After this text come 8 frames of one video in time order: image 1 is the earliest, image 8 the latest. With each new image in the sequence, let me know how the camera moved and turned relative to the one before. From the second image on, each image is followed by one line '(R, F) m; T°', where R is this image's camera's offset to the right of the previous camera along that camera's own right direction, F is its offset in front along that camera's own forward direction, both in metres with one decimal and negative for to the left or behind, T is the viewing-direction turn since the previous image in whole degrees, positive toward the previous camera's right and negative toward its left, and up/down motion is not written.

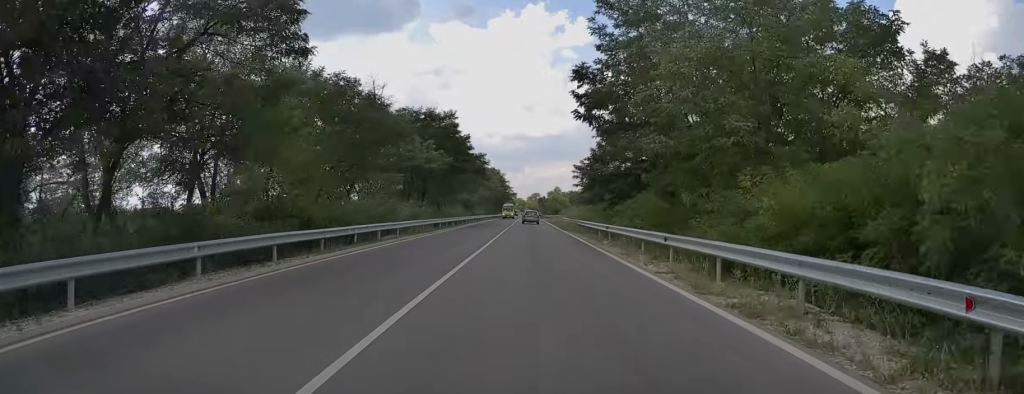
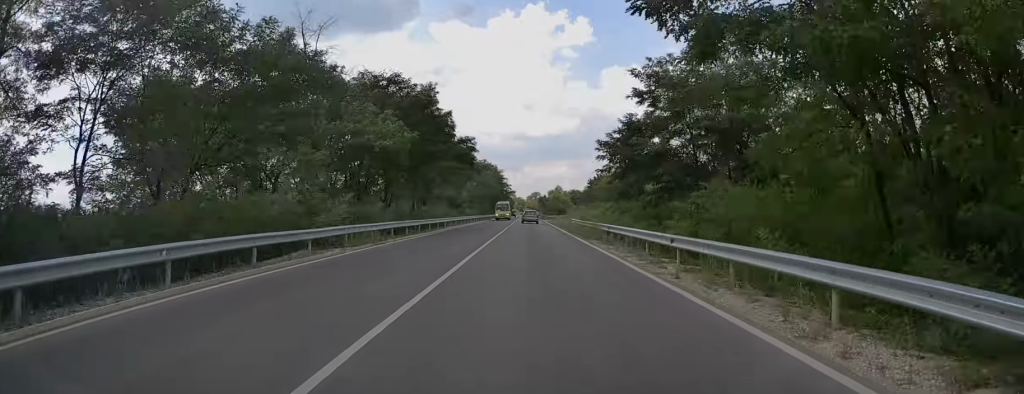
(-0.2, +13.1) m; 0°
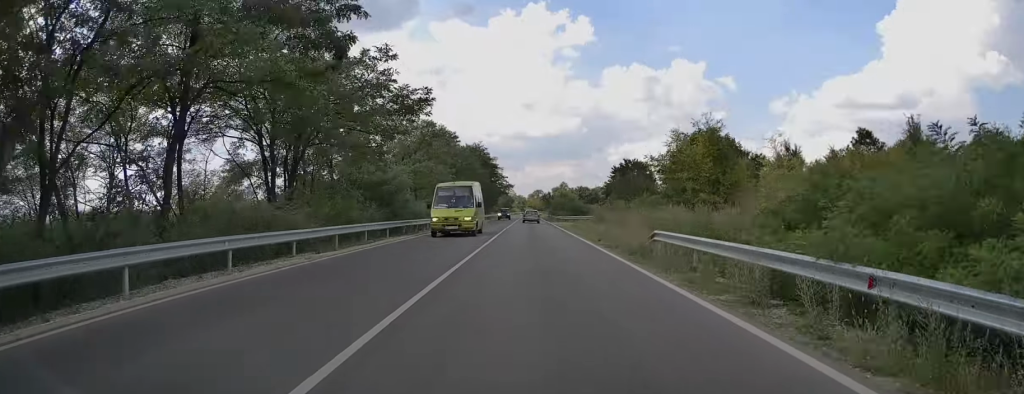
(+0.4, +33.2) m; +1°
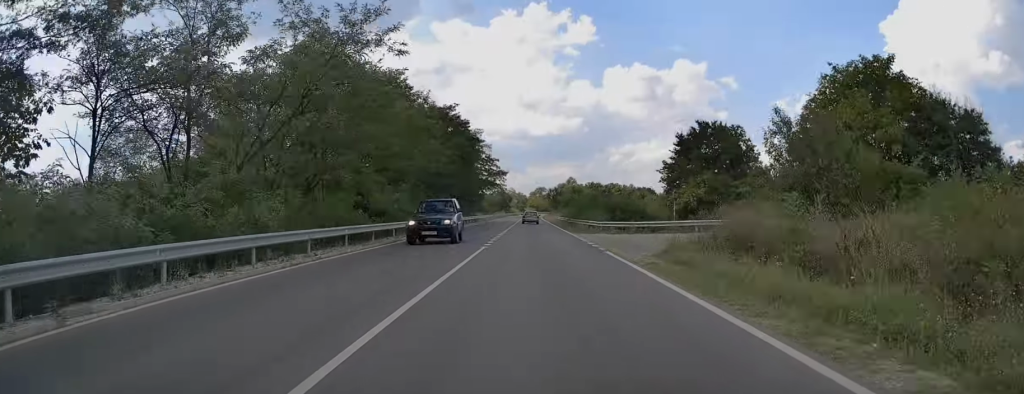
(-0.5, +38.8) m; -1°
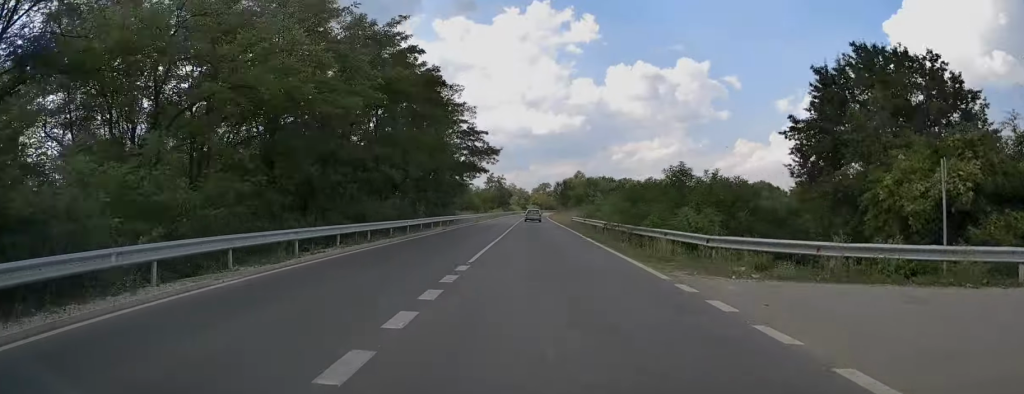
(0.0, +25.6) m; 0°
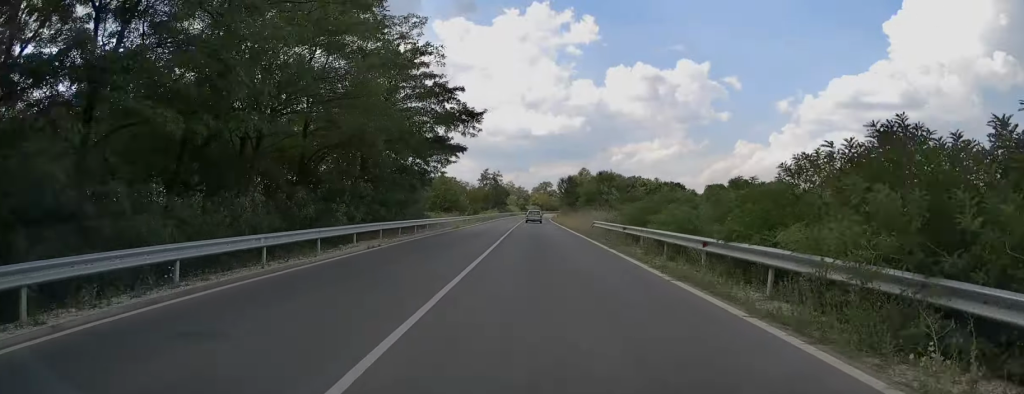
(+0.2, +18.4) m; 0°
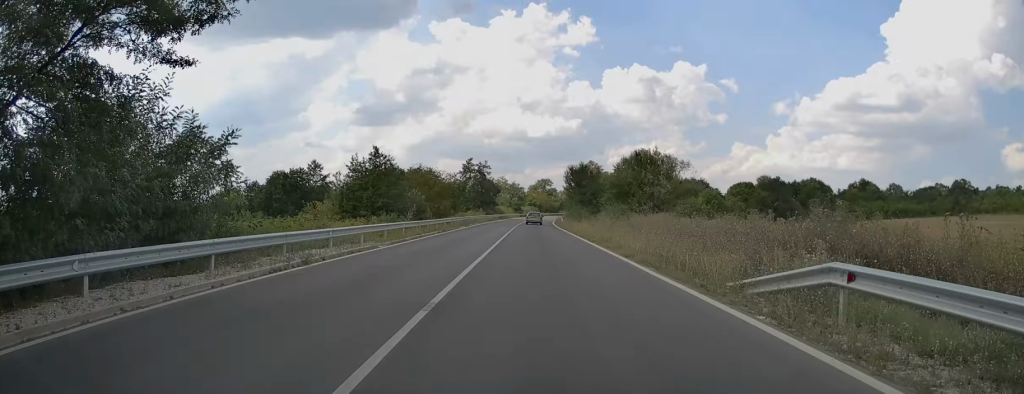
(-0.3, +30.6) m; 0°
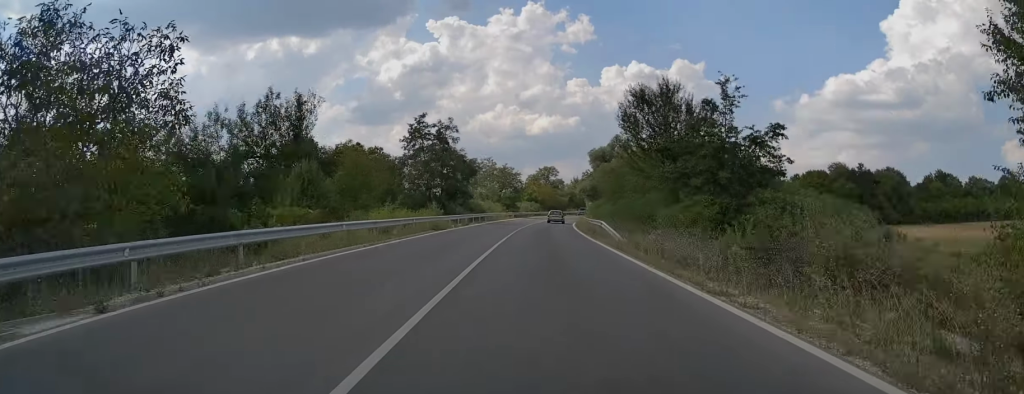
(+0.6, +46.6) m; +1°
